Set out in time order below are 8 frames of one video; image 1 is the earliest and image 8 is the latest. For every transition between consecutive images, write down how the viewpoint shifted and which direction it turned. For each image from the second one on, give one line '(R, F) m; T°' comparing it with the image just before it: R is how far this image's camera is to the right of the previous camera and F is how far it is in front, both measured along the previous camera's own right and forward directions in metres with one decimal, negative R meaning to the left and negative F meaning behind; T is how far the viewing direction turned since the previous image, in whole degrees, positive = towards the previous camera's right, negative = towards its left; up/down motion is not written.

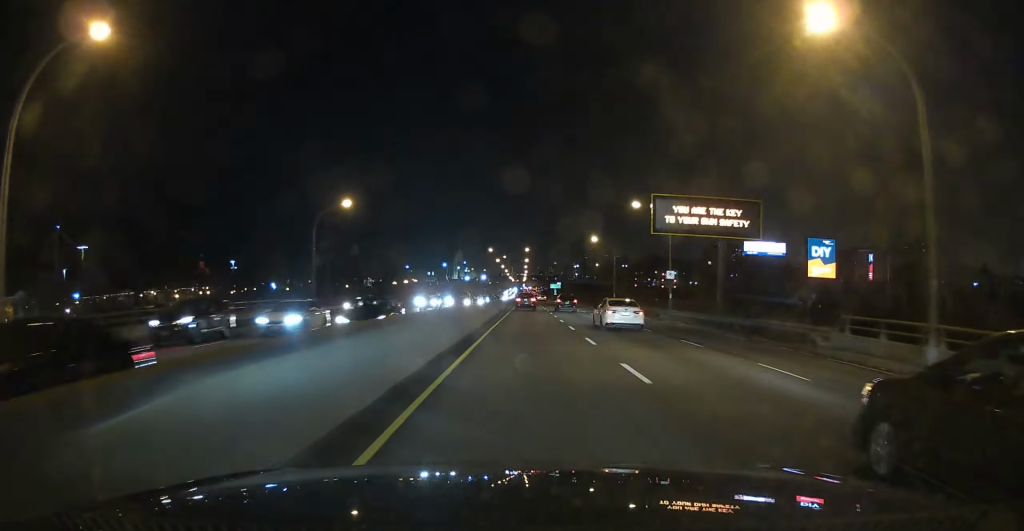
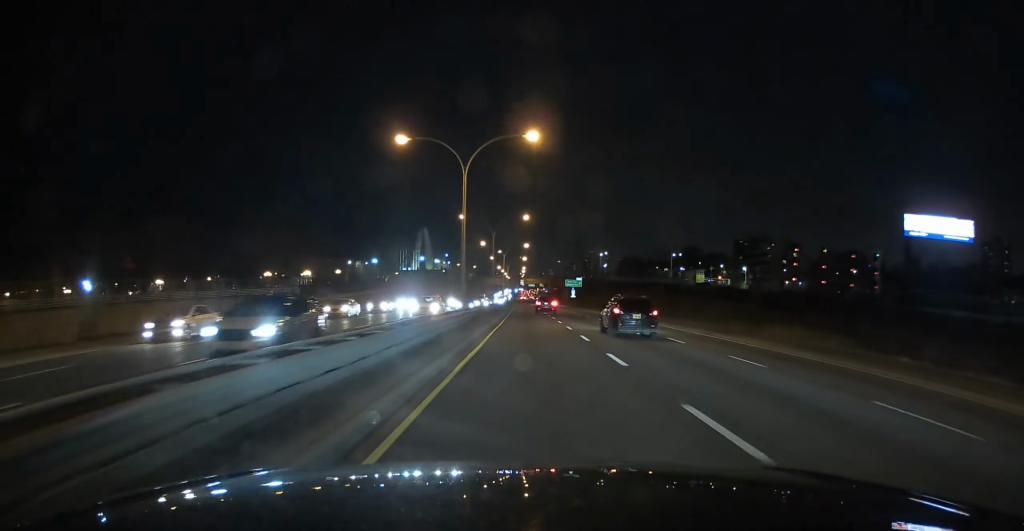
(-0.1, +120.3) m; 0°
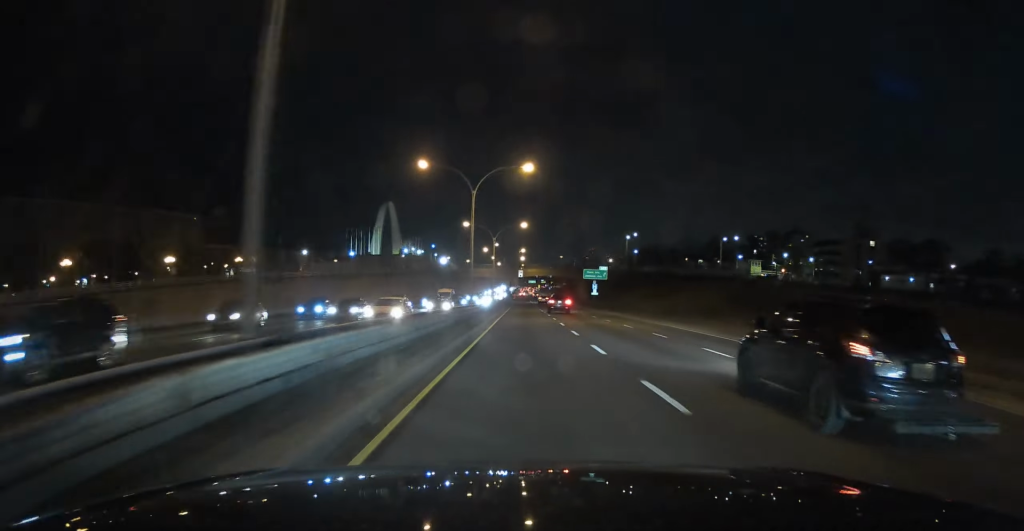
(+0.3, +58.7) m; 0°
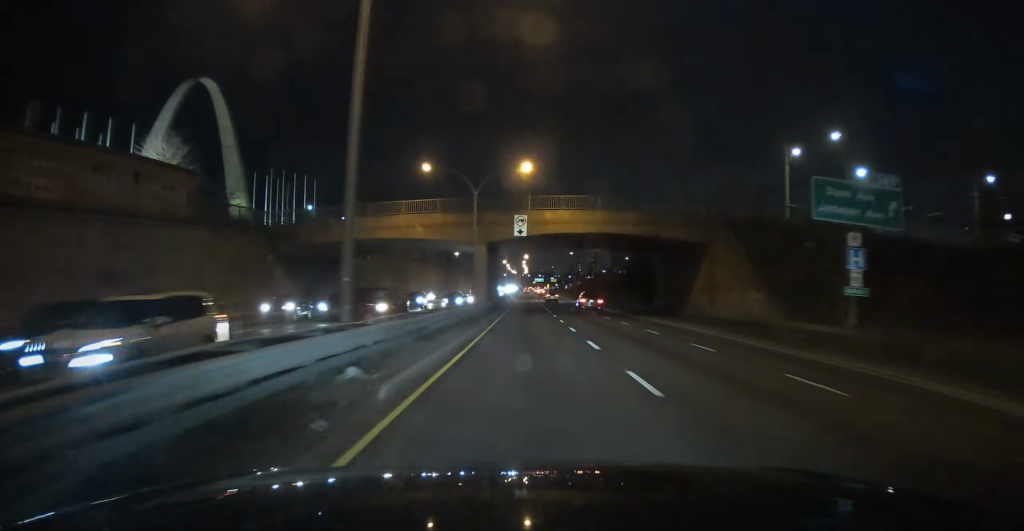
(-0.5, +102.7) m; 0°
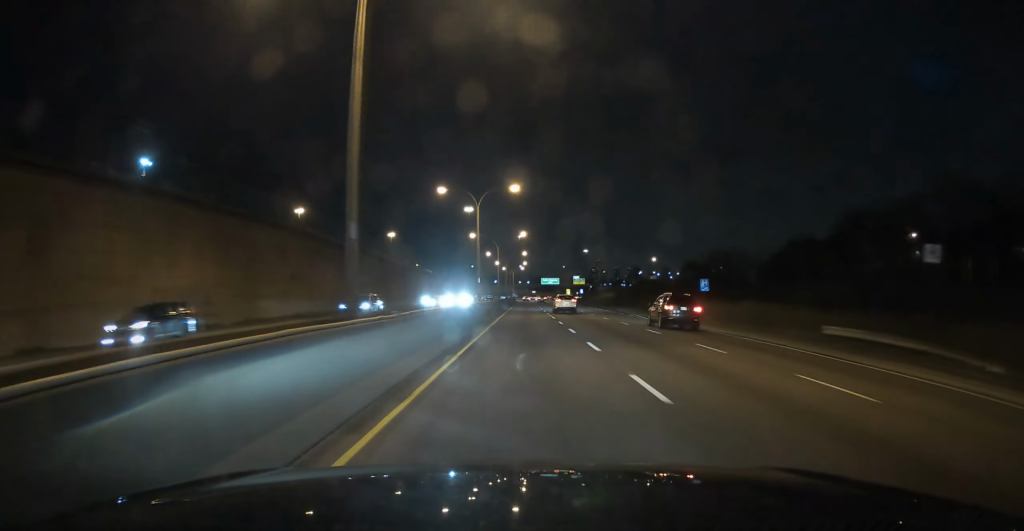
(+1.0, +172.3) m; 0°
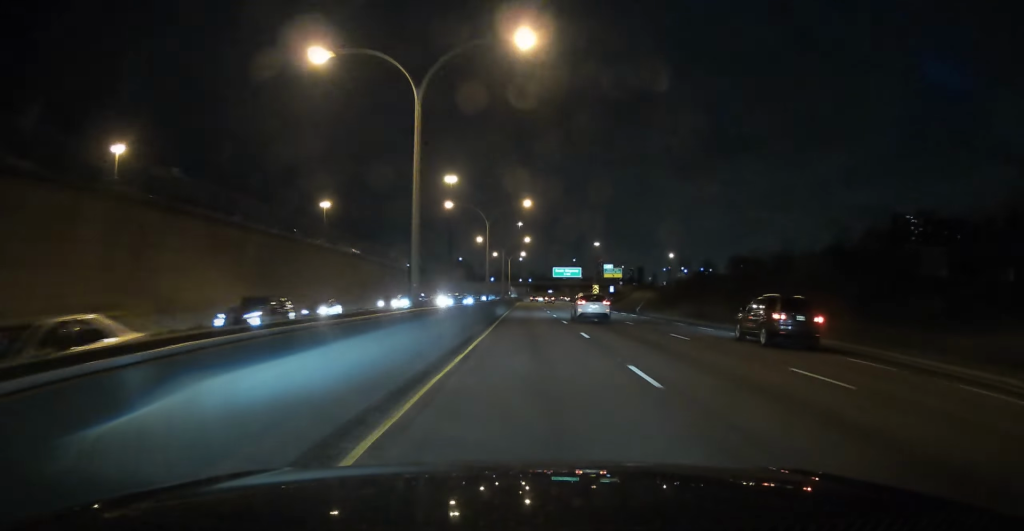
(0.0, +64.7) m; 0°
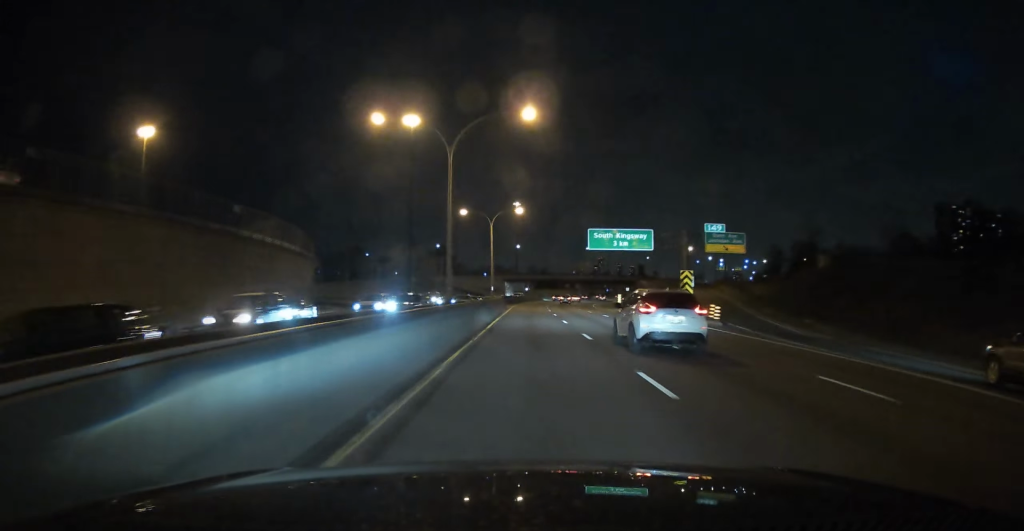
(-0.4, +64.2) m; +1°
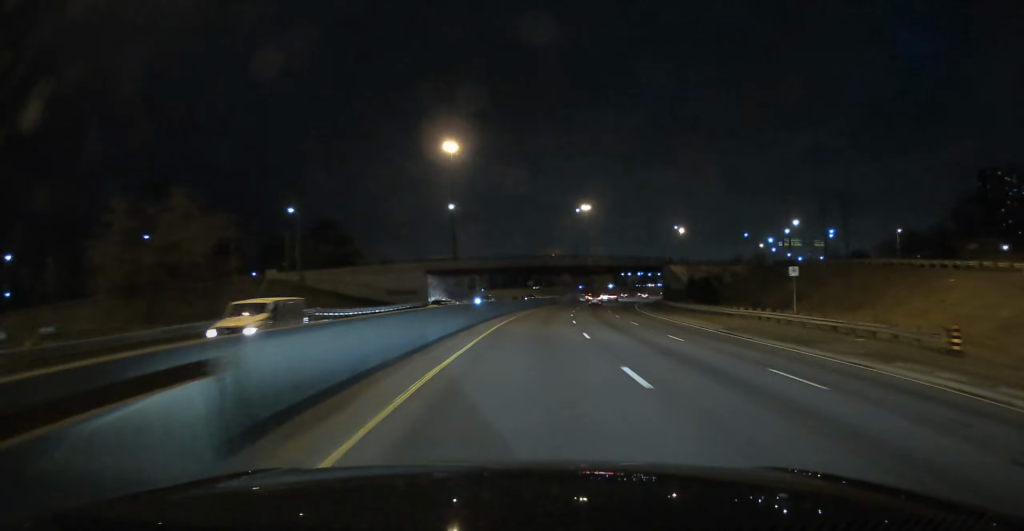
(+1.6, +100.3) m; +4°
